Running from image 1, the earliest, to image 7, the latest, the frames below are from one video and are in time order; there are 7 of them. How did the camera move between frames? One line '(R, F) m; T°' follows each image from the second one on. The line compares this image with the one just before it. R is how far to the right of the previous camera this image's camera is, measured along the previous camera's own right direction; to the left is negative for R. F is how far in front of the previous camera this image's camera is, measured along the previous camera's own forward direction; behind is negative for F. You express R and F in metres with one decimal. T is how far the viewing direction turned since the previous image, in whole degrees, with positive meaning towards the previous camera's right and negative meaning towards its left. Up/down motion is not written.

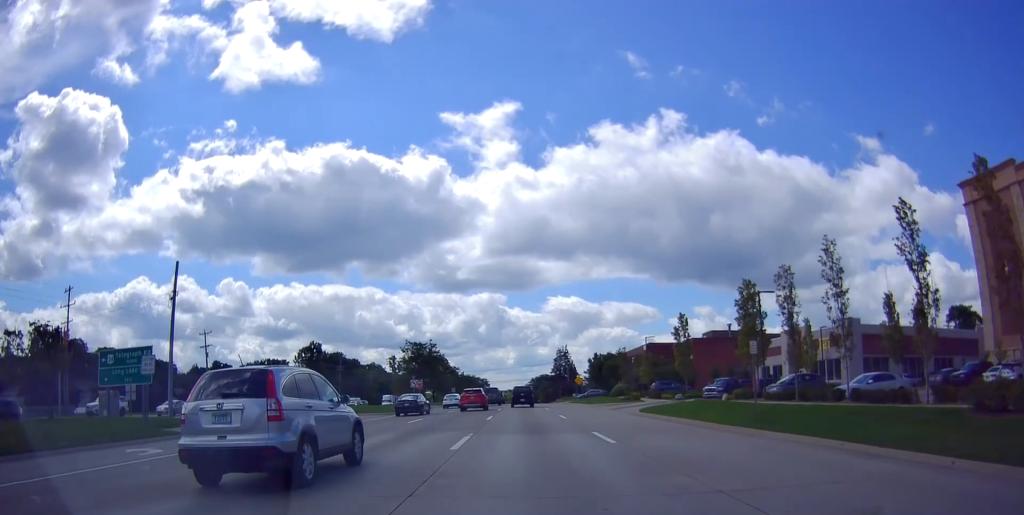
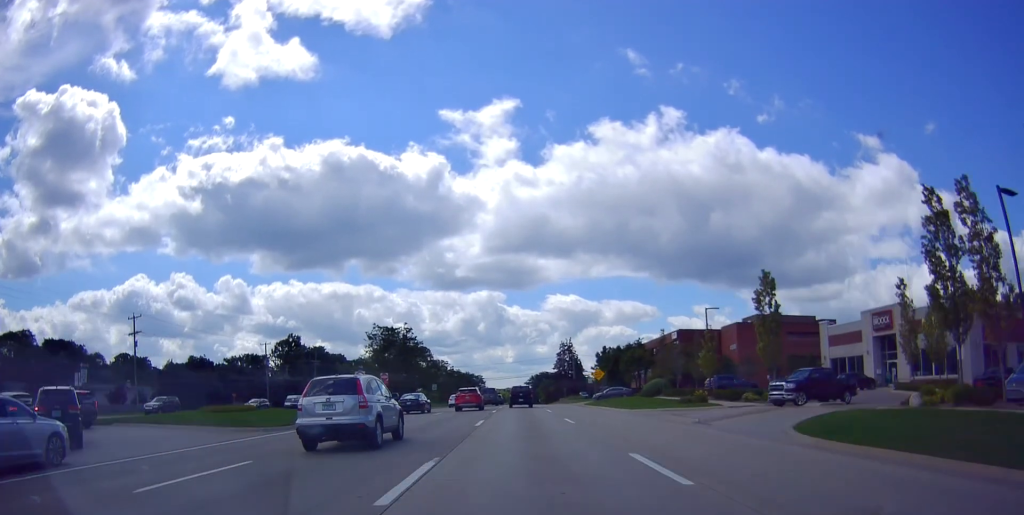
(0.0, +20.8) m; 0°
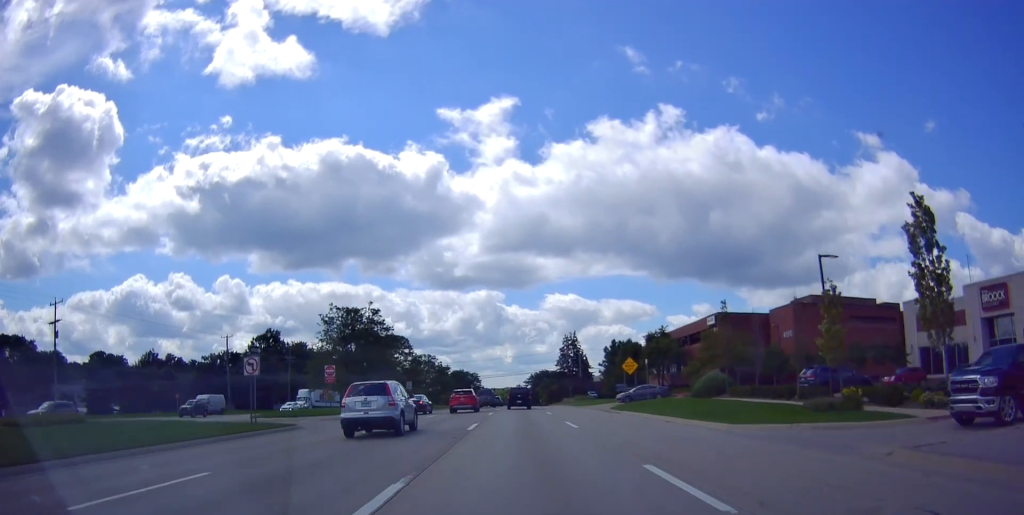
(0.0, +17.6) m; -1°
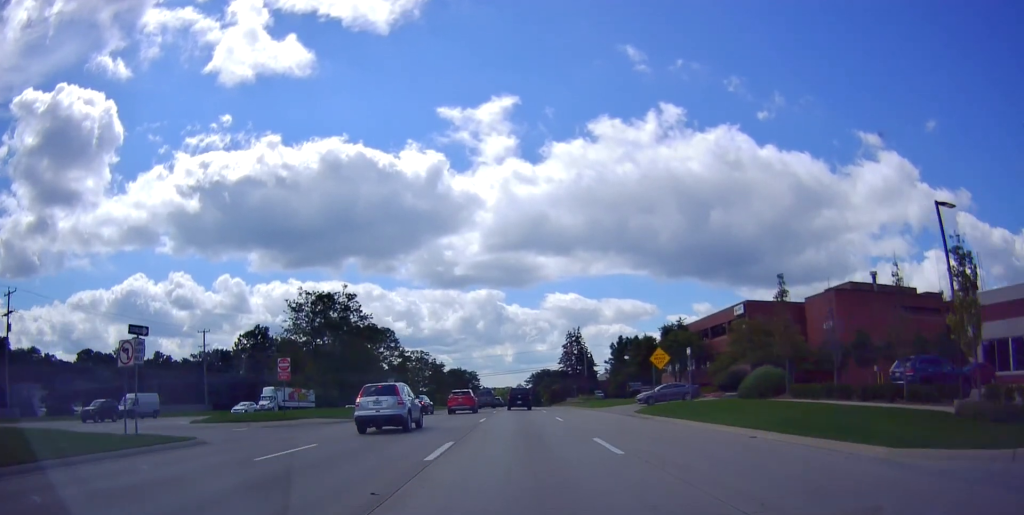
(-0.2, +9.1) m; 0°
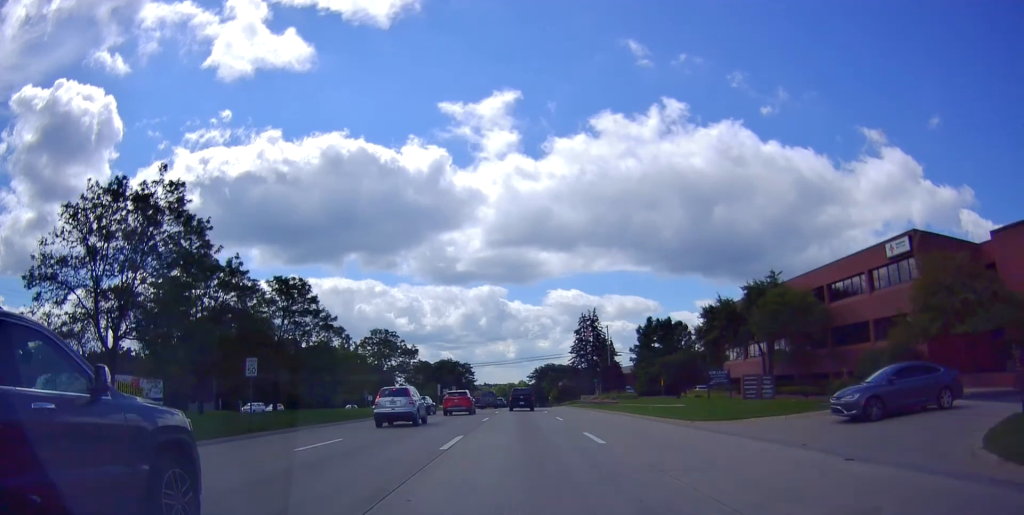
(+0.2, +28.6) m; +1°
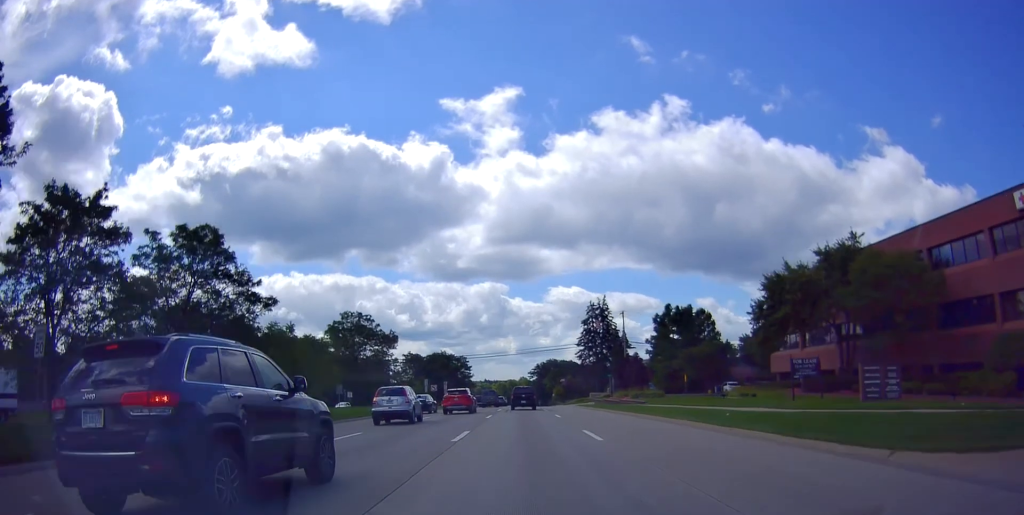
(0.0, +13.0) m; -1°
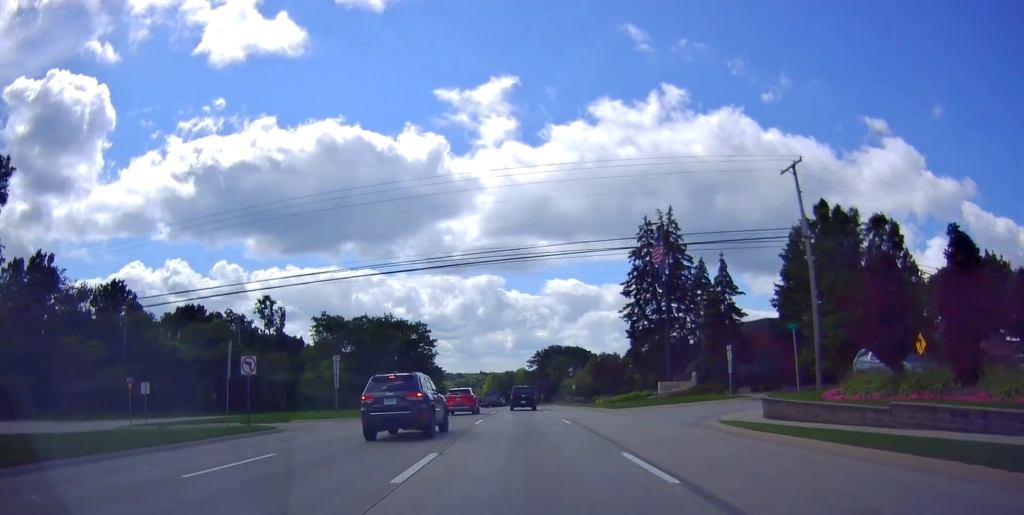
(-0.3, +51.7) m; +2°
